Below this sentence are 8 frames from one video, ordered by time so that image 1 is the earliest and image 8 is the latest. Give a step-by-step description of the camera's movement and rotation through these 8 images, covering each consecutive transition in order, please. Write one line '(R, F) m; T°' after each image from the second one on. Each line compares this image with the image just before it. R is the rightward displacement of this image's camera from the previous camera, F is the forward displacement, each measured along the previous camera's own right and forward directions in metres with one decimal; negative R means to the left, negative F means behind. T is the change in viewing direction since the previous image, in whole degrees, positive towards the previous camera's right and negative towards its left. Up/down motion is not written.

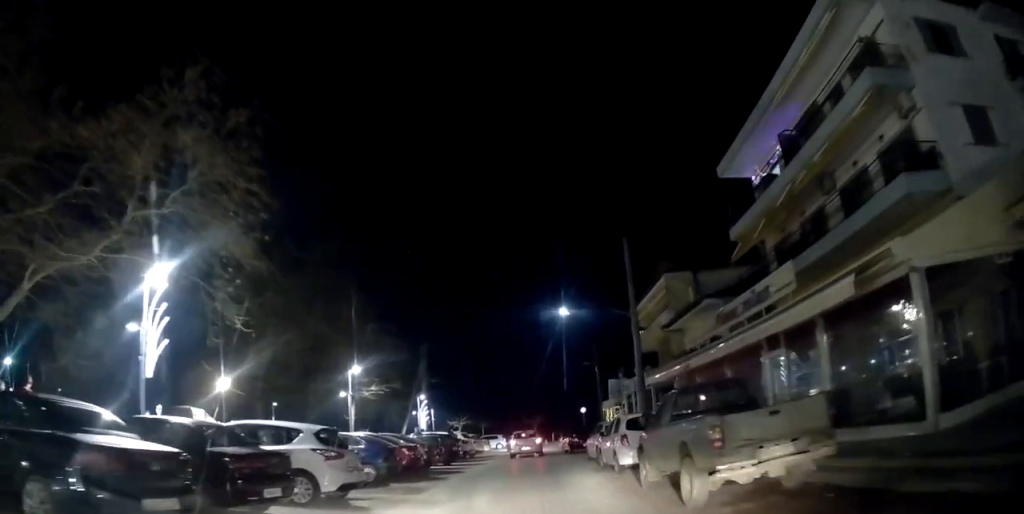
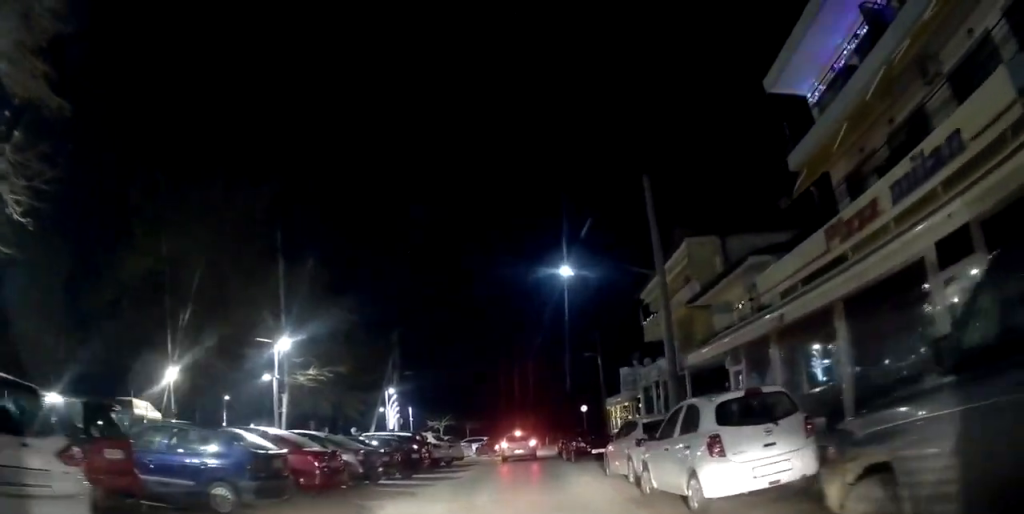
(+0.3, +7.7) m; +1°
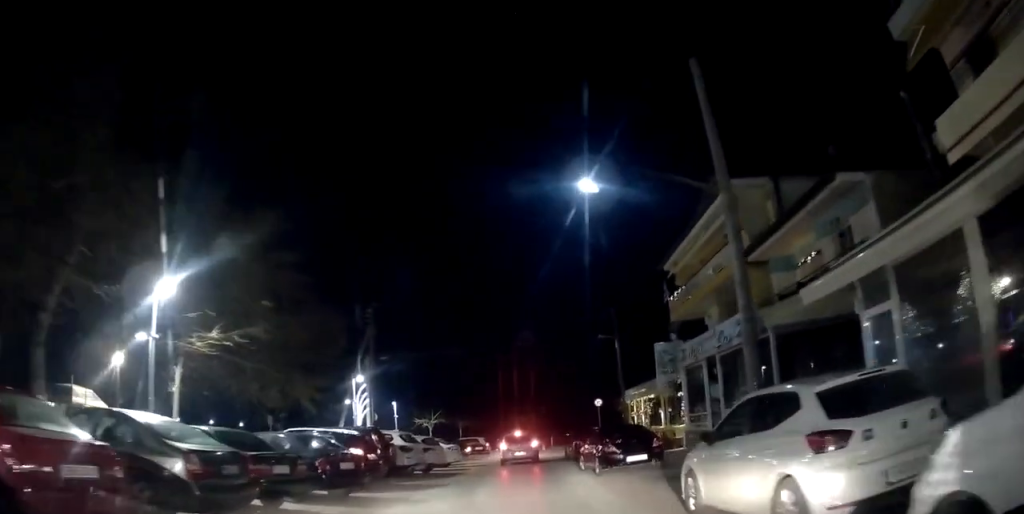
(-0.1, +7.5) m; 0°
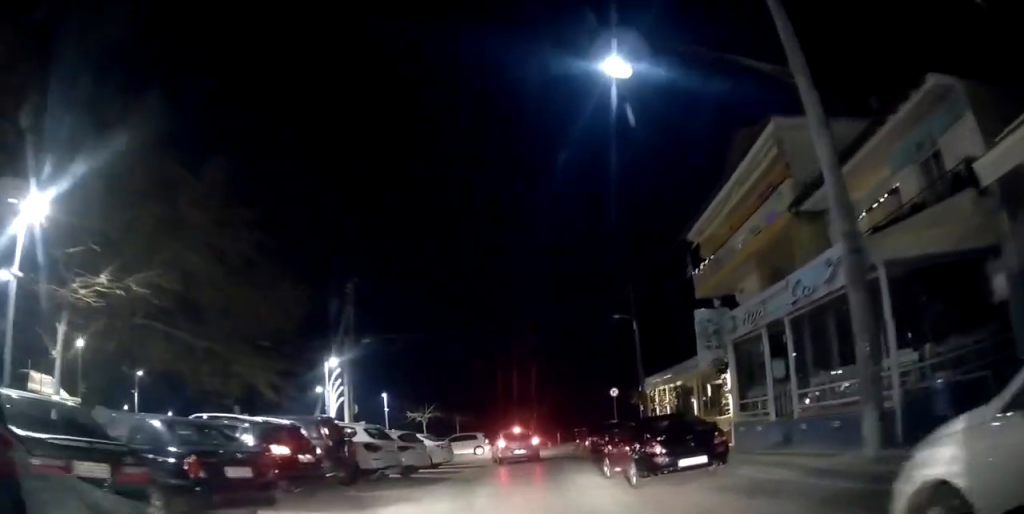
(0.0, +4.9) m; -2°
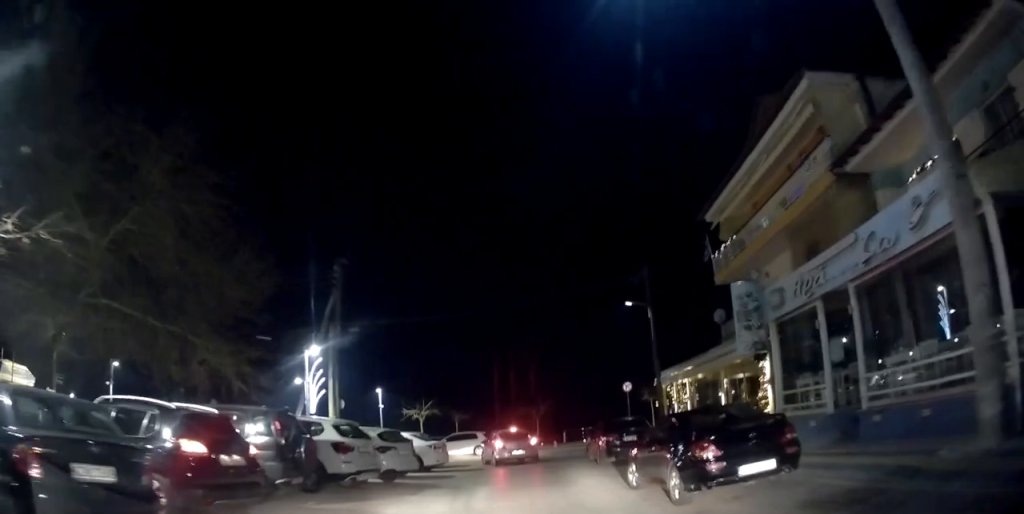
(-0.1, +2.9) m; -2°
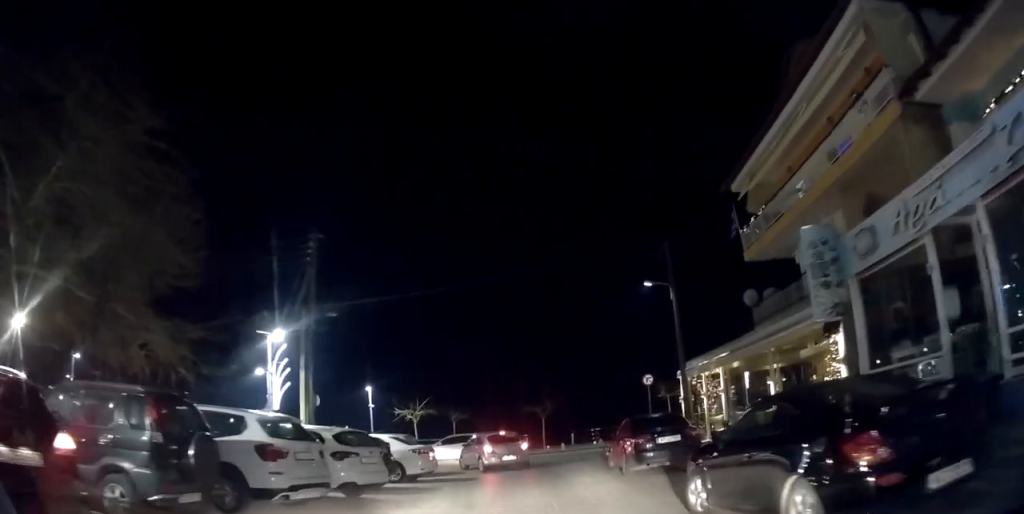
(0.0, +4.0) m; -1°
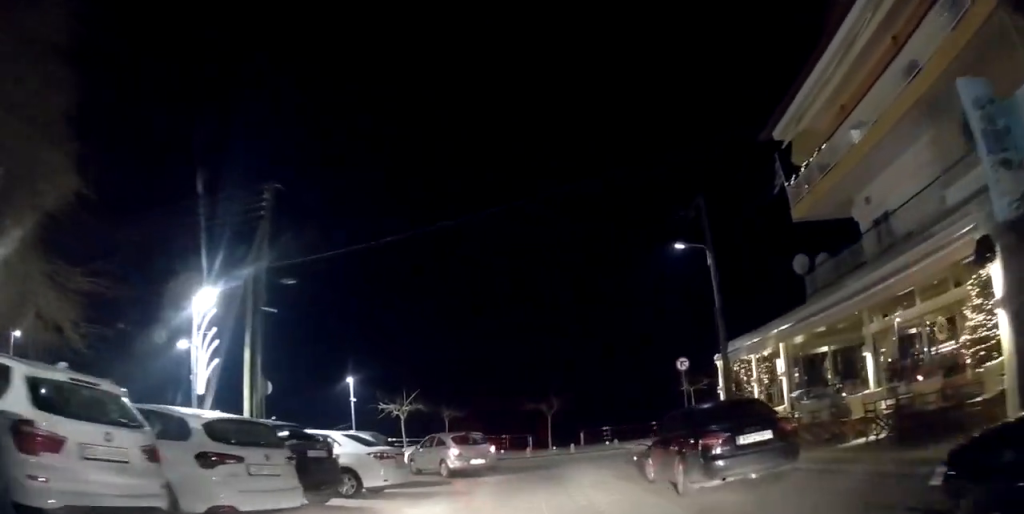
(0.0, +4.7) m; 0°
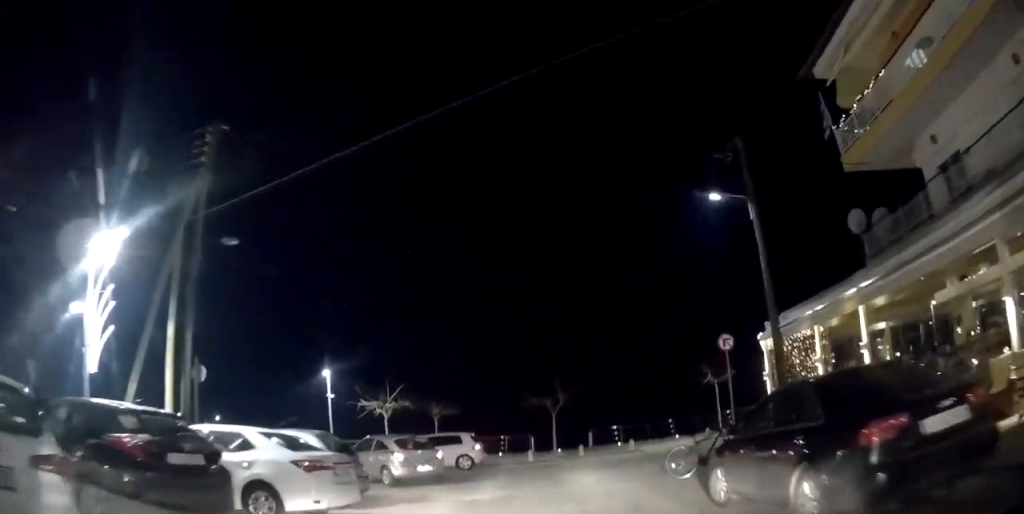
(0.0, +3.1) m; 0°
